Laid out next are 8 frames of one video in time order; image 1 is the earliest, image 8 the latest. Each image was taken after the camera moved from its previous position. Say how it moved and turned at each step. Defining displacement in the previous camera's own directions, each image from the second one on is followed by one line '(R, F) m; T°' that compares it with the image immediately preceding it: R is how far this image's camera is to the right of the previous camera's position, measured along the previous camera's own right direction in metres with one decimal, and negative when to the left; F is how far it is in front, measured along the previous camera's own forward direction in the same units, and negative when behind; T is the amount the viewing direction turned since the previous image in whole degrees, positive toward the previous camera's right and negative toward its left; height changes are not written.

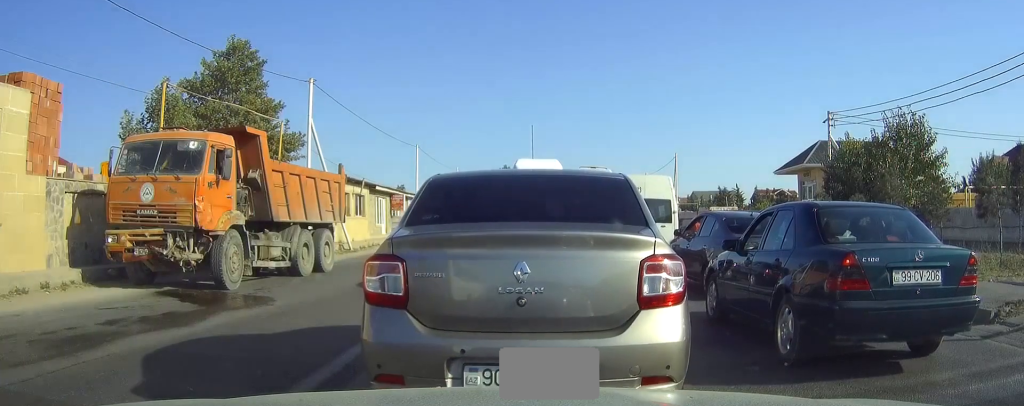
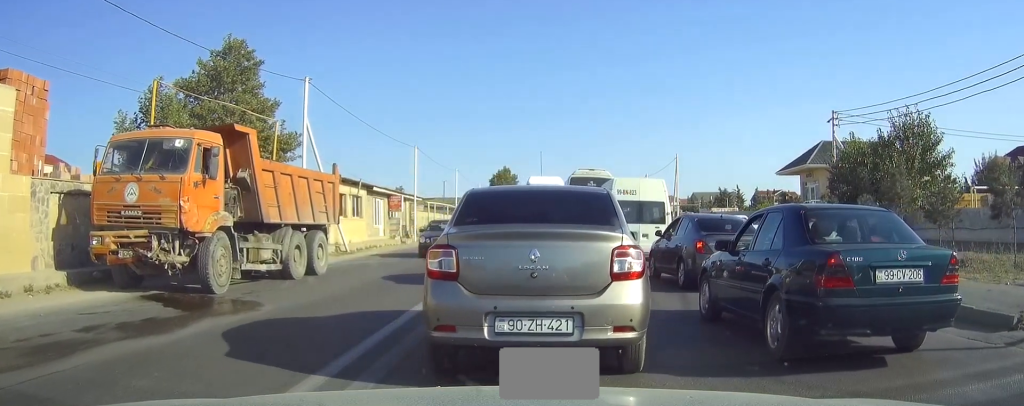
(-0.1, +1.9) m; 0°
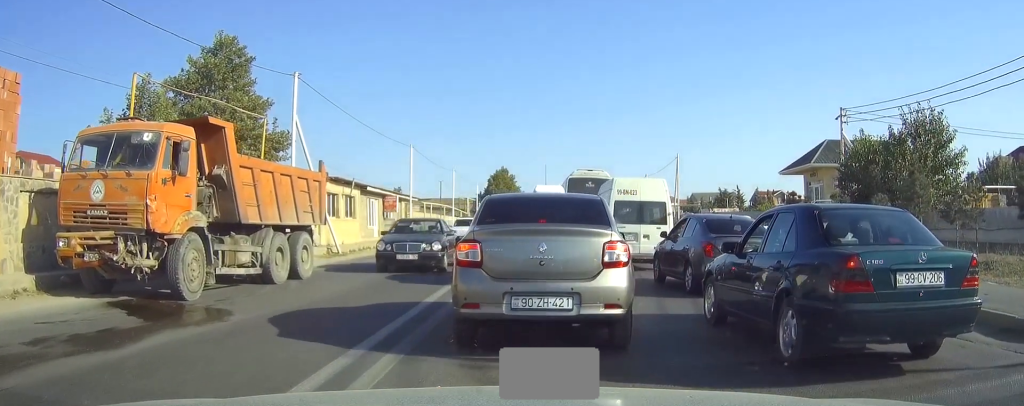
(0.0, +3.1) m; +1°
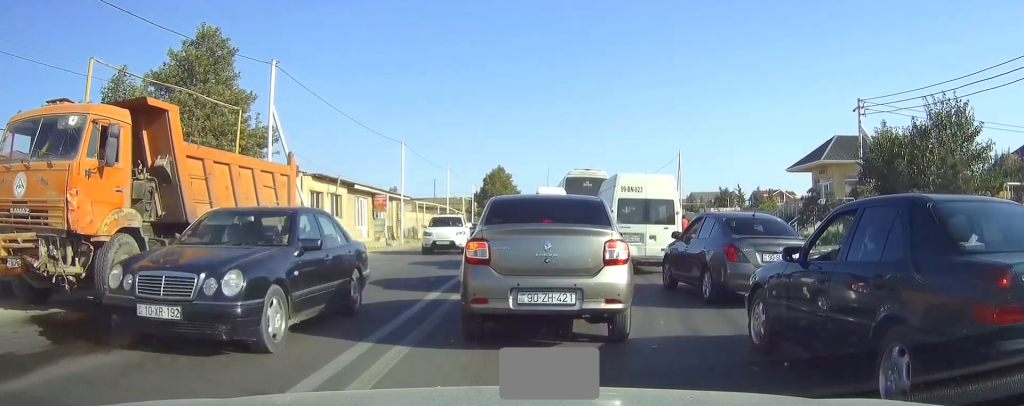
(0.0, +6.7) m; 0°
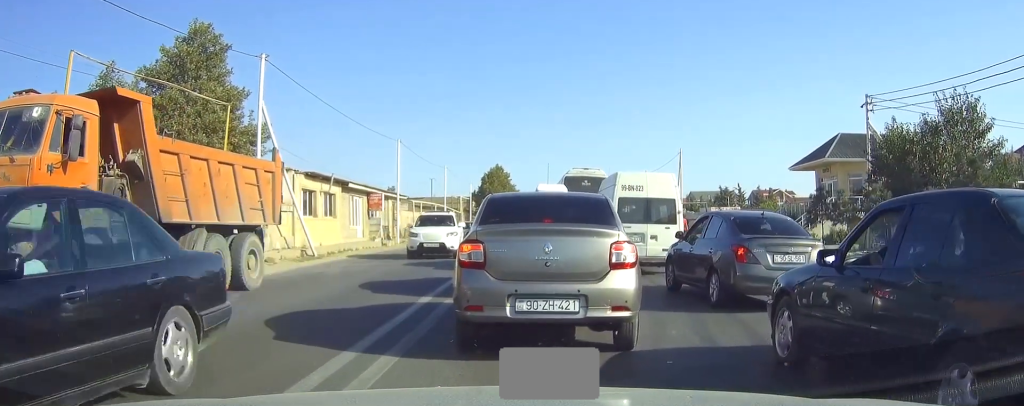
(0.0, +3.5) m; 0°
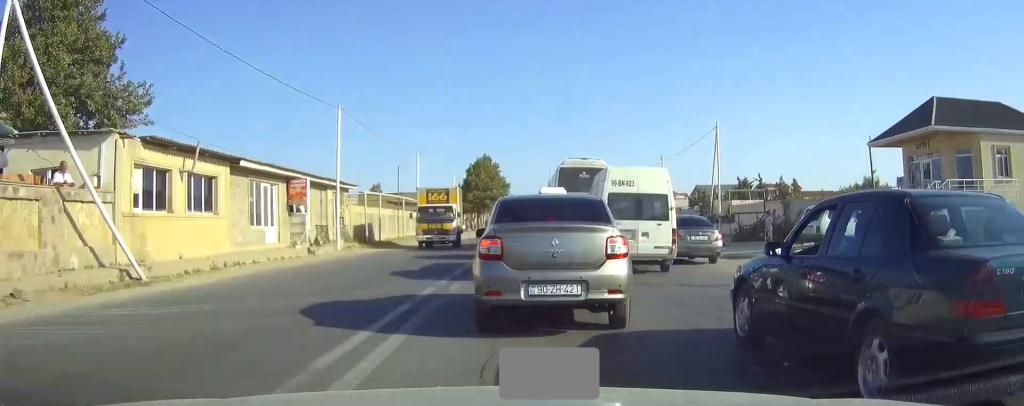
(0.0, +7.1) m; +2°
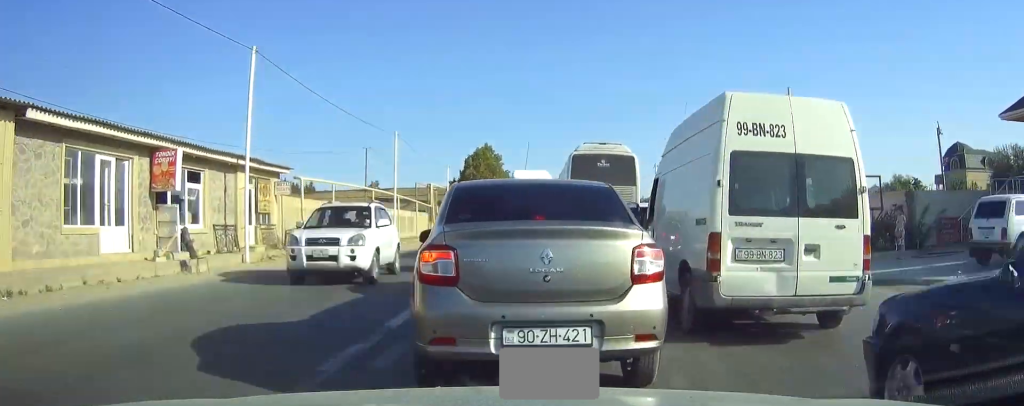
(+0.2, +7.5) m; +2°
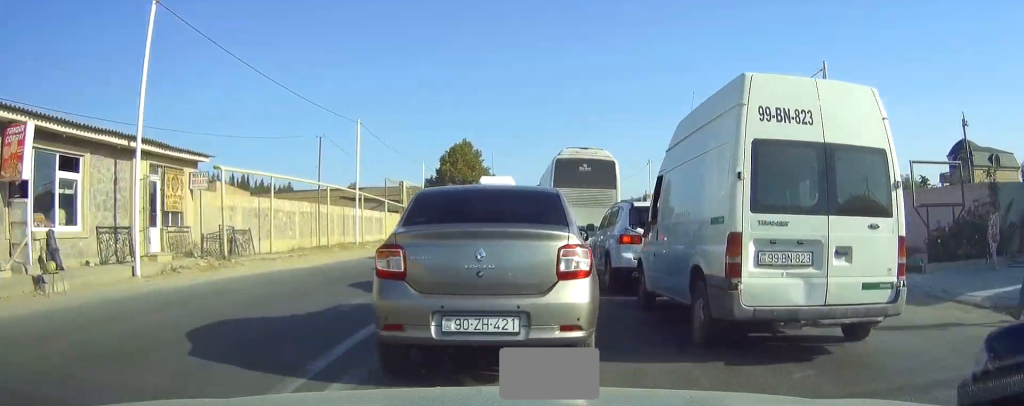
(0.0, +8.4) m; -2°
